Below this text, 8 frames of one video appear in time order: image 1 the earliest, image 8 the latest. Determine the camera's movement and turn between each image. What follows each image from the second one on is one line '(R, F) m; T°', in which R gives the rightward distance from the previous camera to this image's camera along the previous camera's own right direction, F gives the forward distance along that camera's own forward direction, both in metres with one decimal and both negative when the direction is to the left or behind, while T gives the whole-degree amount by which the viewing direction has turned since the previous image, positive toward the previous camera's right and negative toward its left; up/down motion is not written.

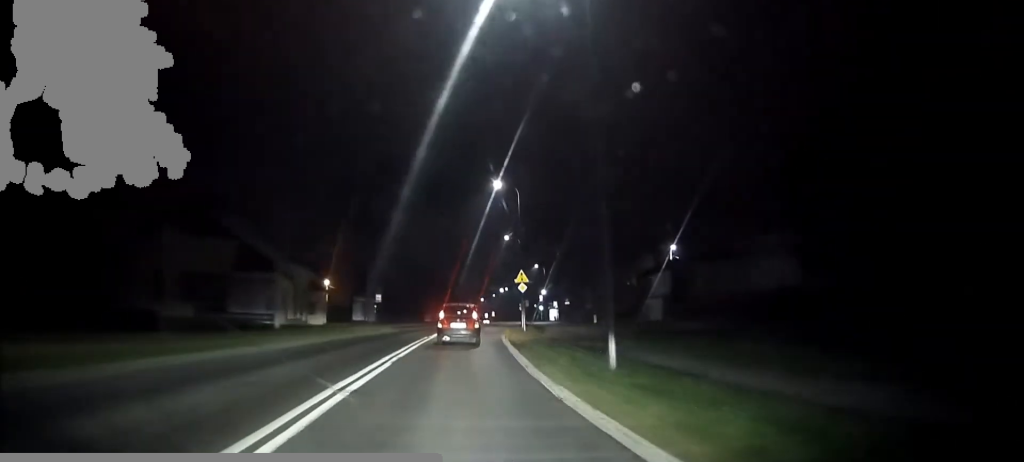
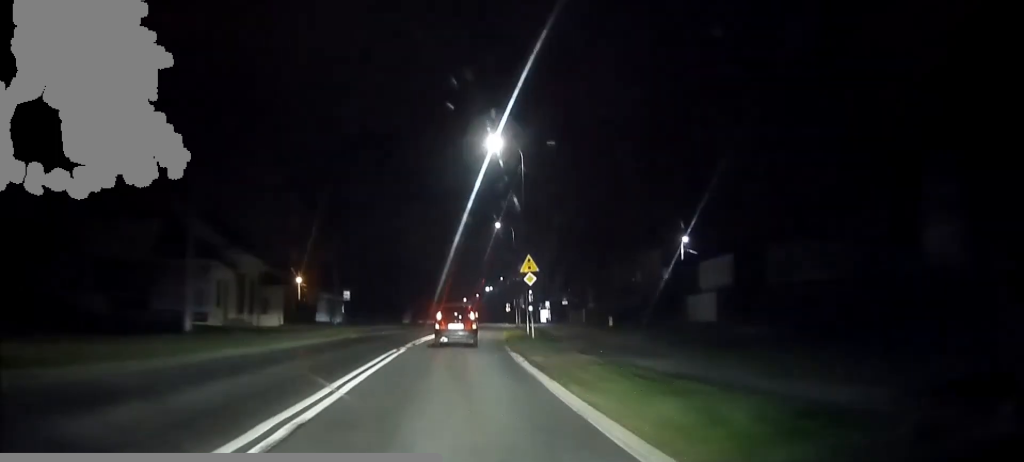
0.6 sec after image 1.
(+0.1, +10.5) m; +1°
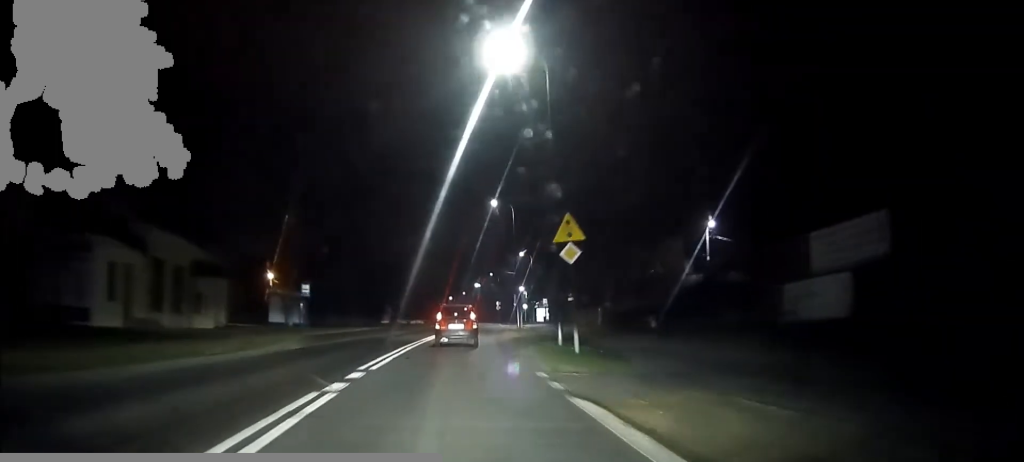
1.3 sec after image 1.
(+0.1, +11.6) m; +1°
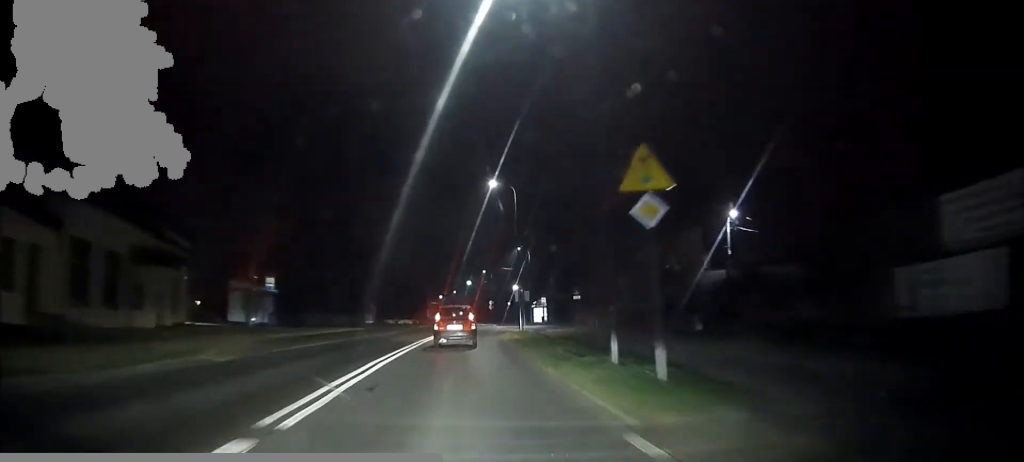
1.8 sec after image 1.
(0.0, +7.1) m; 0°
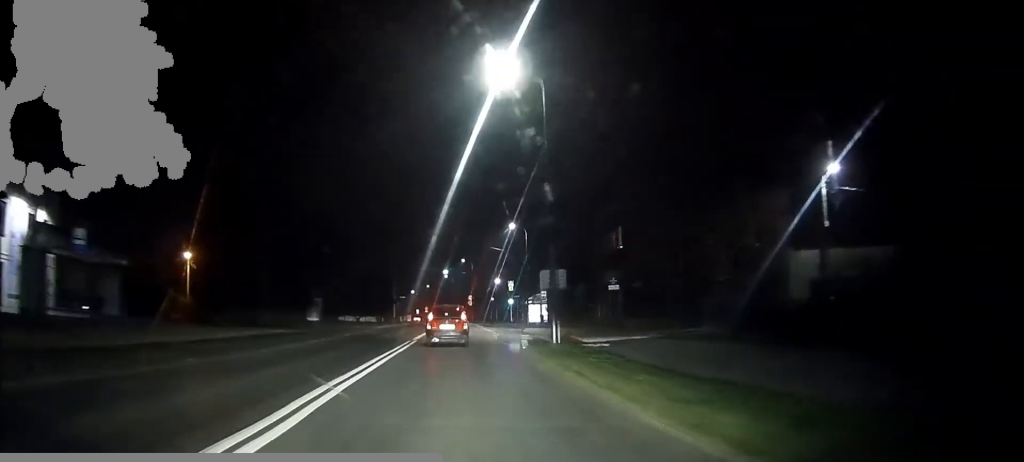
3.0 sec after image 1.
(+0.1, +19.7) m; +1°
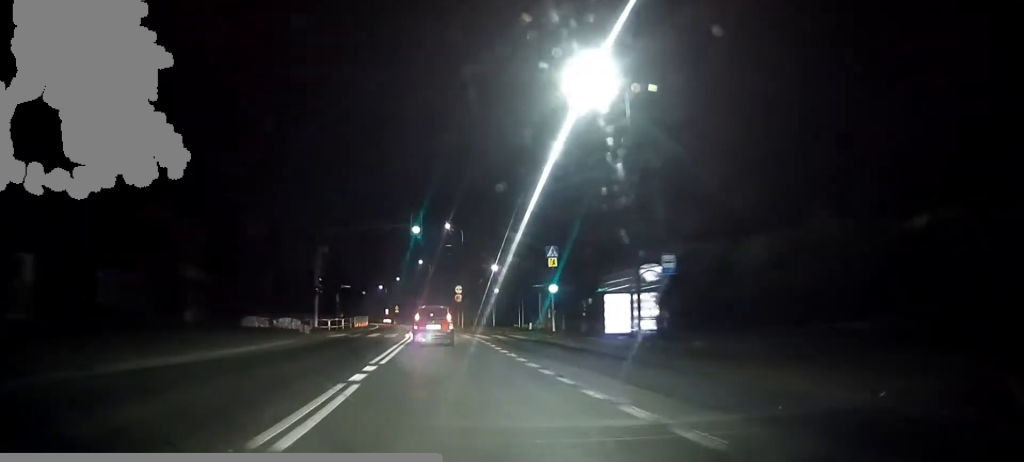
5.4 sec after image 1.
(-0.2, +39.5) m; -1°
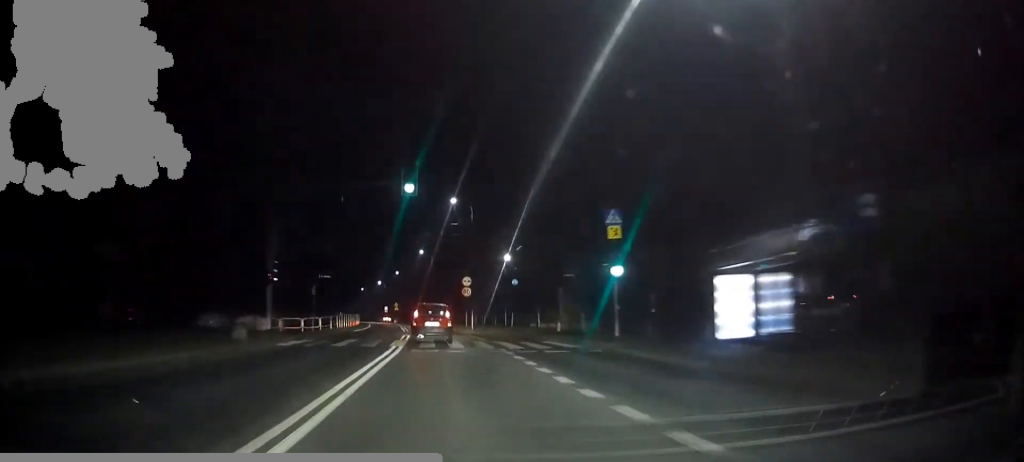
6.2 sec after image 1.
(0.0, +12.1) m; -1°
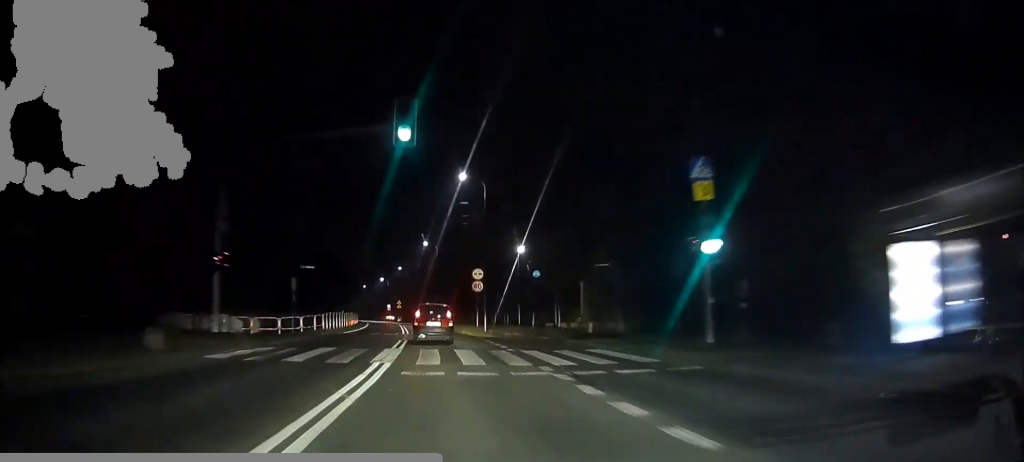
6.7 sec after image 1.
(-0.1, +7.9) m; -1°
